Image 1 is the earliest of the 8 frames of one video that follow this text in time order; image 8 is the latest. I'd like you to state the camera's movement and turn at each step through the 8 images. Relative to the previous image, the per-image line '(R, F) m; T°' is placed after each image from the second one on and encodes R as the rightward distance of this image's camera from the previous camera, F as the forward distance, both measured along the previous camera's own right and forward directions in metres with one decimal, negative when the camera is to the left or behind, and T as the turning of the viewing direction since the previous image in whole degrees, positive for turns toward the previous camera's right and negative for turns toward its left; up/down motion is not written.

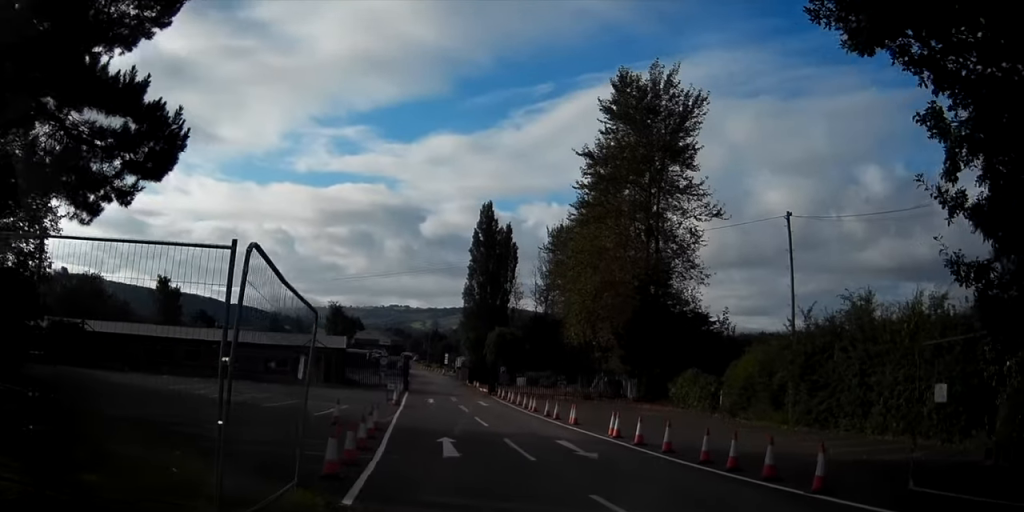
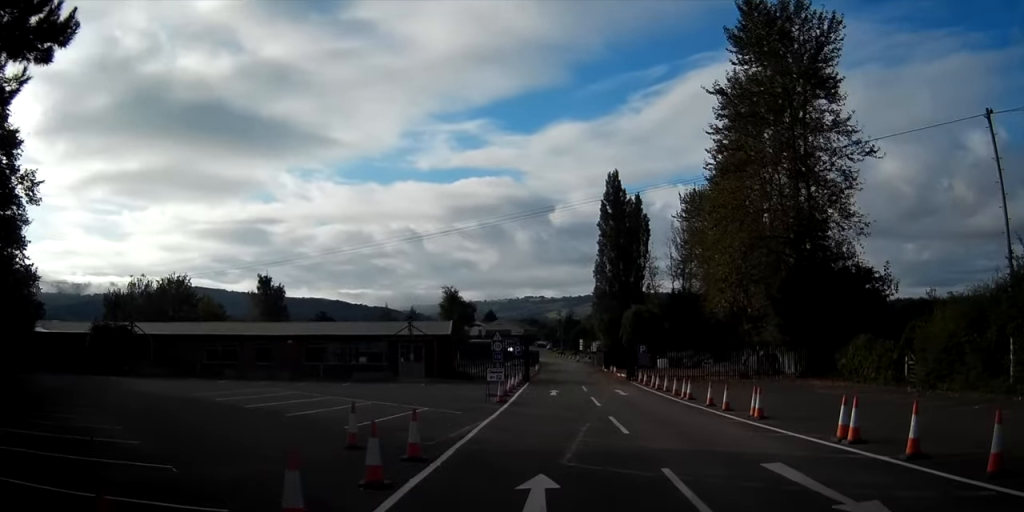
(-1.9, +9.2) m; -18°
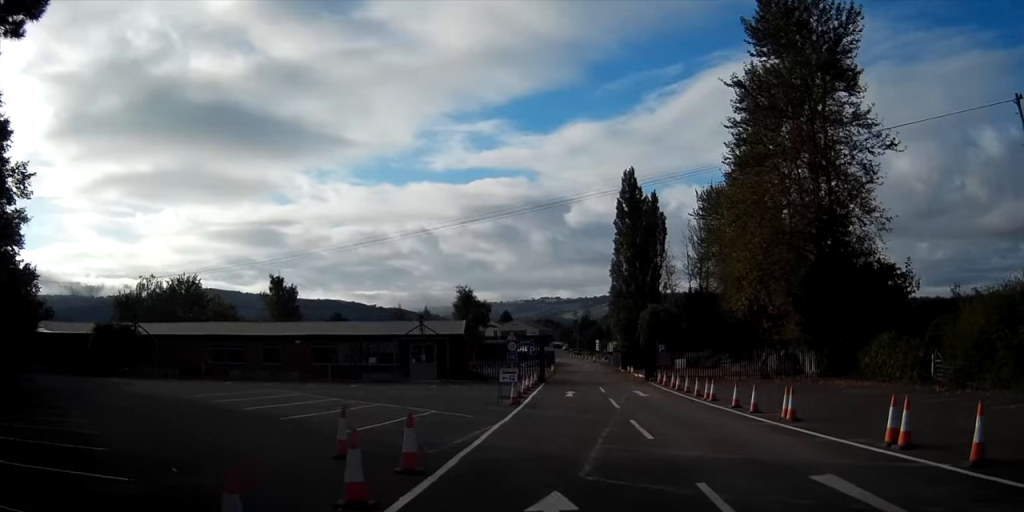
(0.0, +1.6) m; +1°
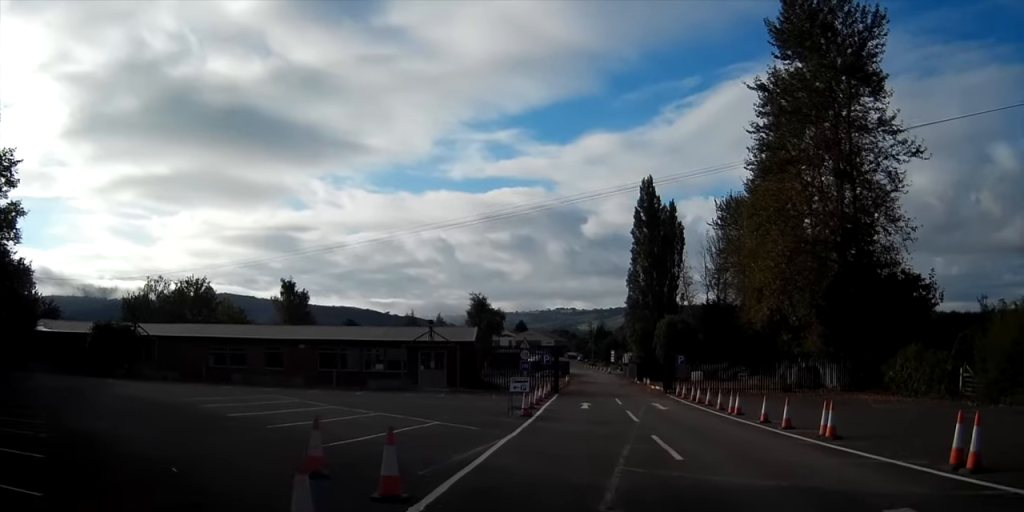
(+0.1, +2.2) m; +1°
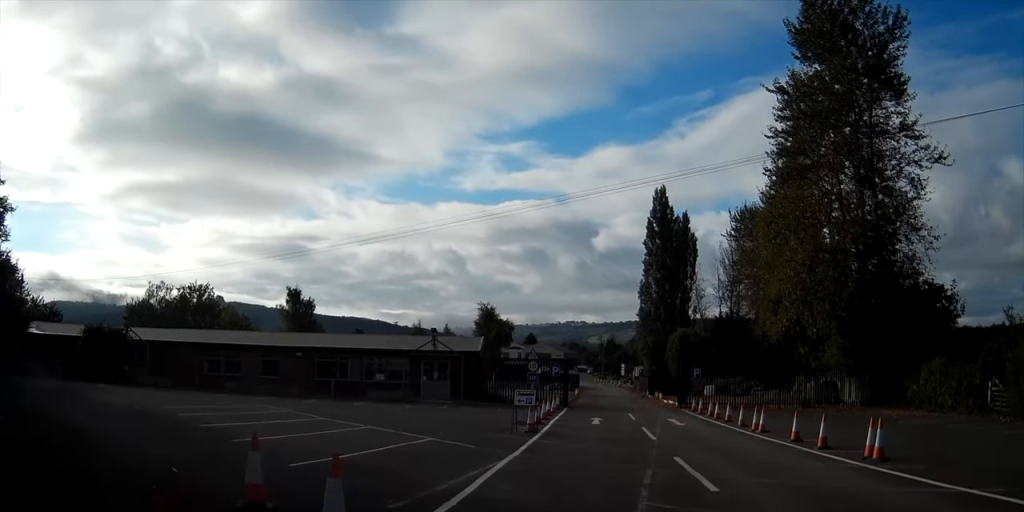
(0.0, +2.5) m; +1°
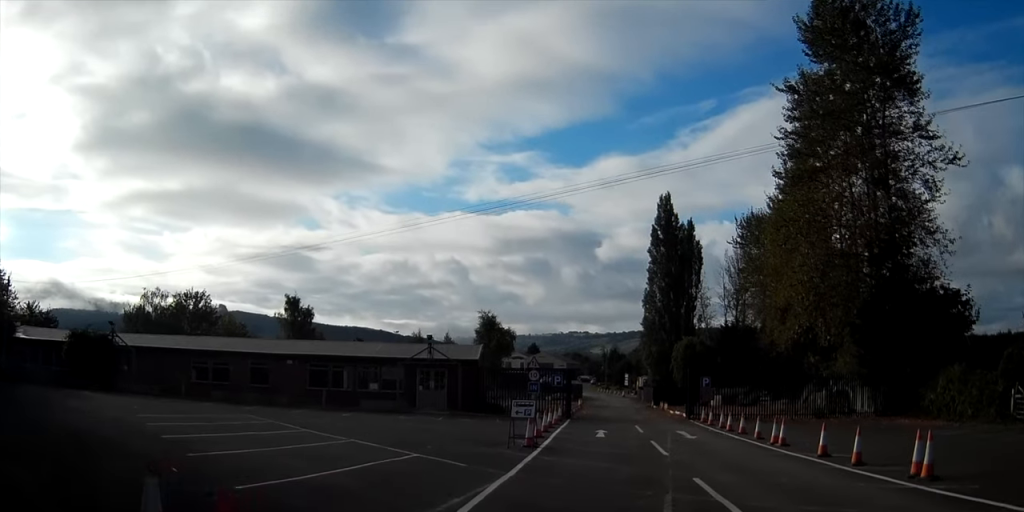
(0.0, +2.1) m; 0°
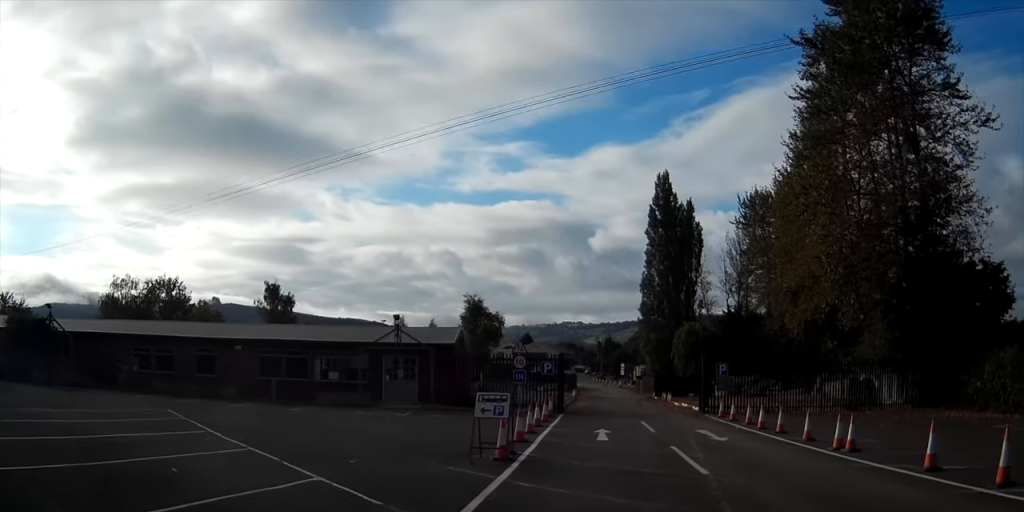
(+0.1, +6.1) m; +2°
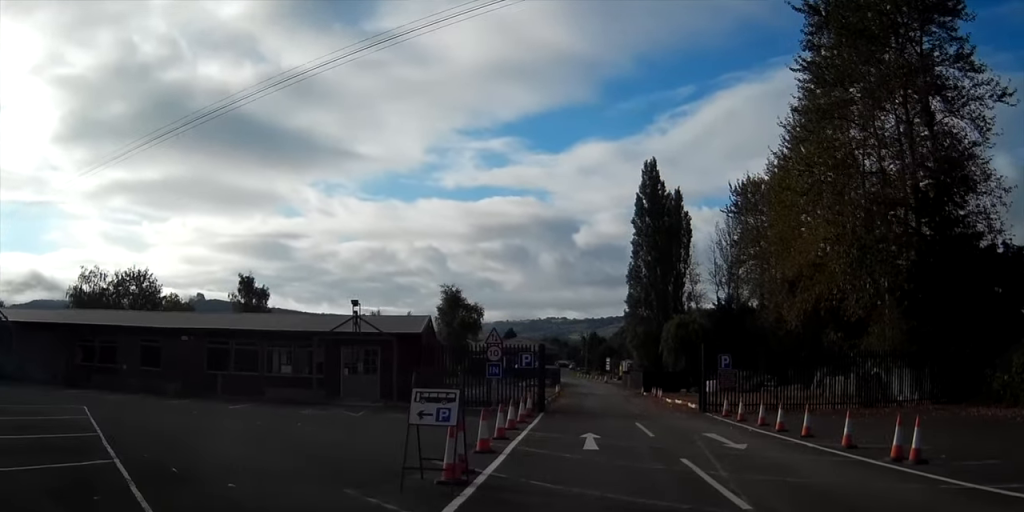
(0.0, +4.2) m; 0°
